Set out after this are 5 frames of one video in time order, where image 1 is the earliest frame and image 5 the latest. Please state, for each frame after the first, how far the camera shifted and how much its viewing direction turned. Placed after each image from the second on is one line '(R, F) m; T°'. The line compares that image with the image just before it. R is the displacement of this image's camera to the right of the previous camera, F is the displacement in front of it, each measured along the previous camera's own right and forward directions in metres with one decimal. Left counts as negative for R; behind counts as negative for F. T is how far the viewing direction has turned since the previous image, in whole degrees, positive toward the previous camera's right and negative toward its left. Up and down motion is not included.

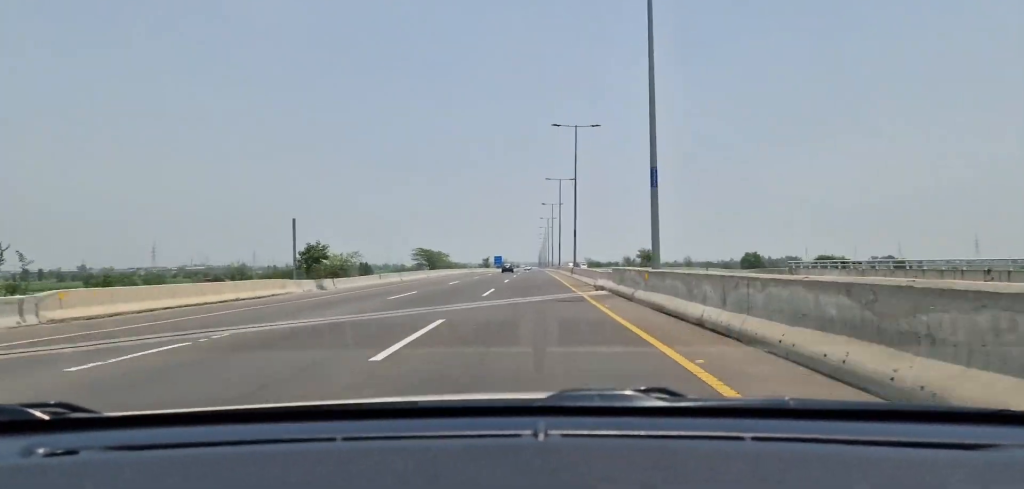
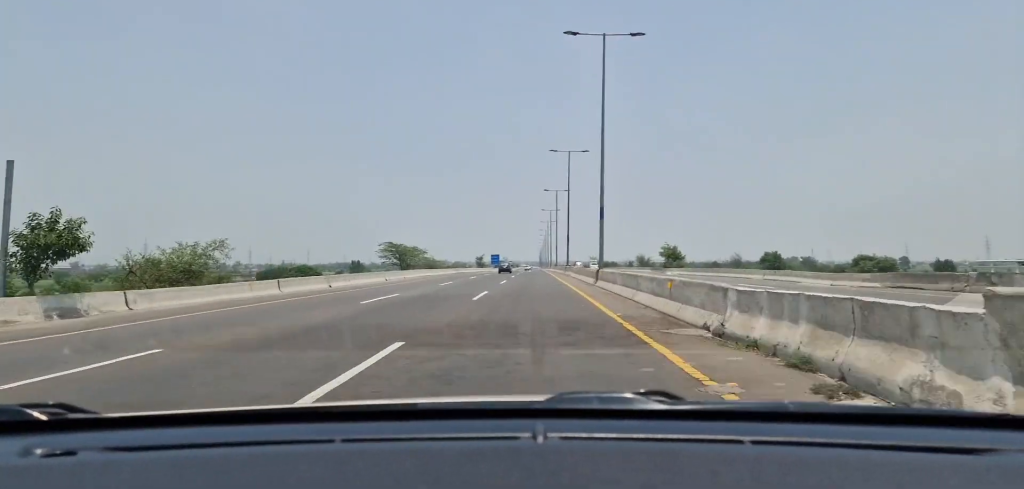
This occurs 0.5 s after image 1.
(-0.1, +23.2) m; 0°
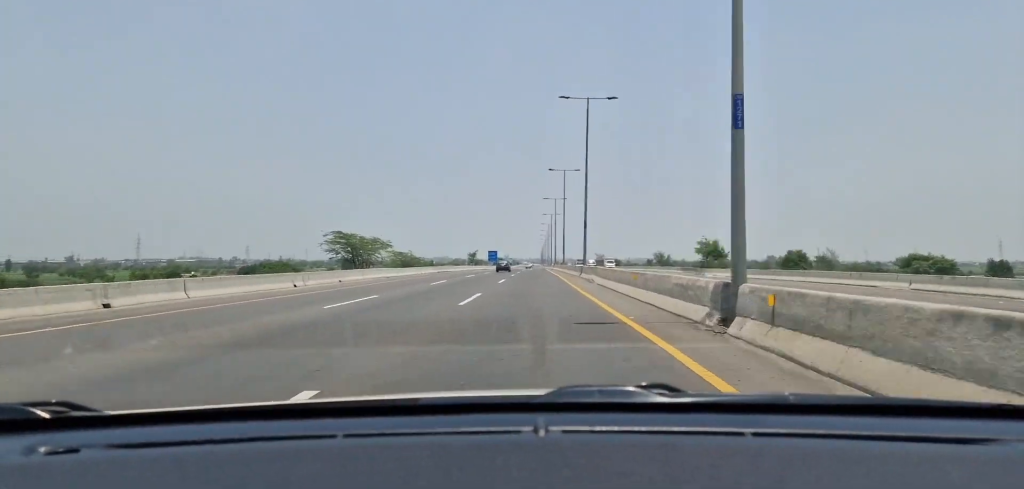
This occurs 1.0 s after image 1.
(0.0, +20.9) m; 0°
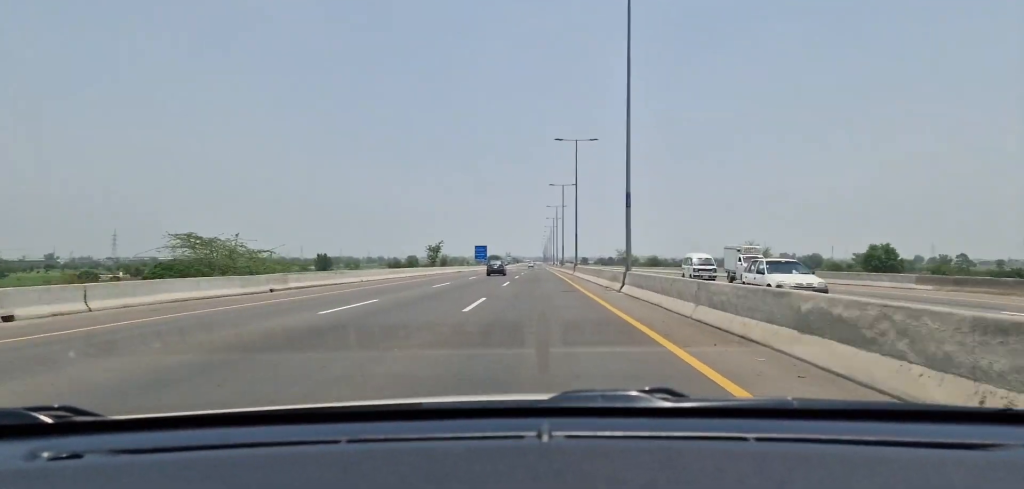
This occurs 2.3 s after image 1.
(0.0, +54.1) m; 0°
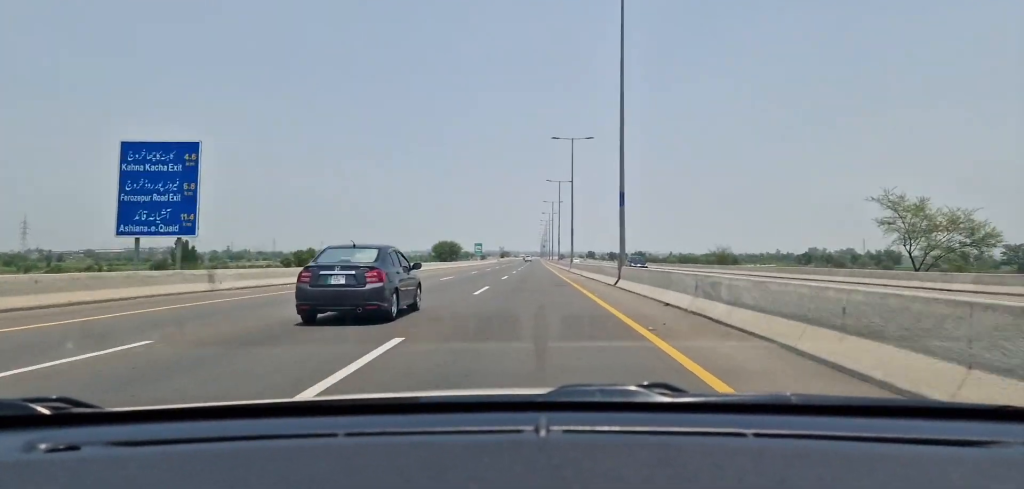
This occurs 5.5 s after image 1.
(+1.4, +138.4) m; +1°
